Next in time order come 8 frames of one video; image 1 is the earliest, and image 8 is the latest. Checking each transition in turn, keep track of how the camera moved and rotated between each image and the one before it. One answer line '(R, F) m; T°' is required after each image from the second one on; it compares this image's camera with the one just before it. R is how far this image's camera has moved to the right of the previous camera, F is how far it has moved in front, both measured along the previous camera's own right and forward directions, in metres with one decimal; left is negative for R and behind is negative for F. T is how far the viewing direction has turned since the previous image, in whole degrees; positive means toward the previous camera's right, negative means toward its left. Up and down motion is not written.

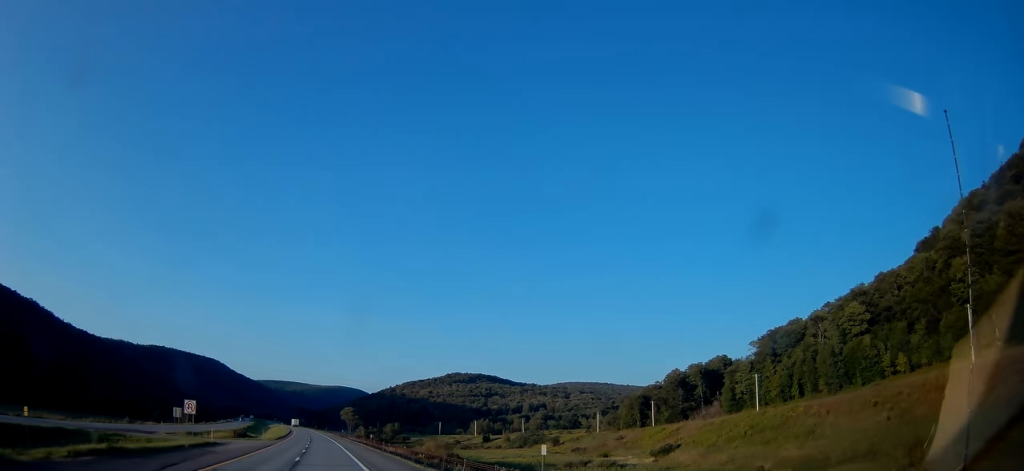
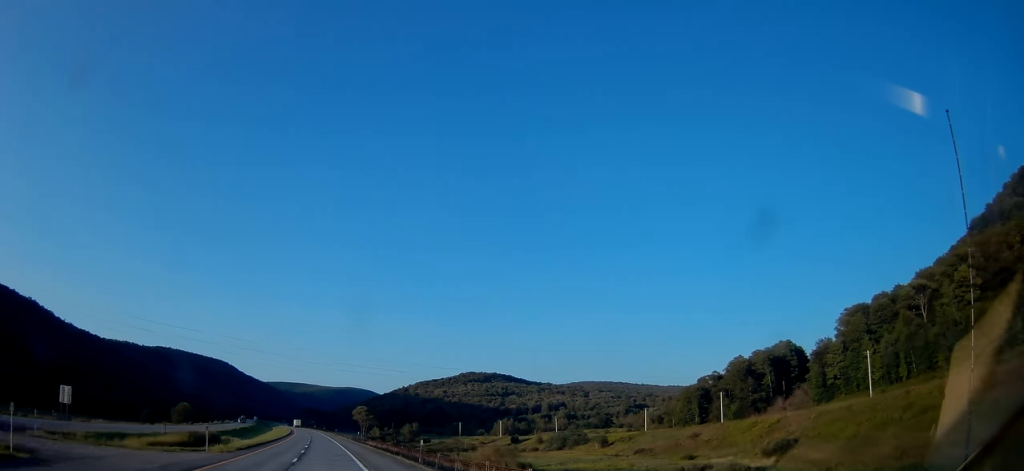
(-0.3, +37.7) m; -1°
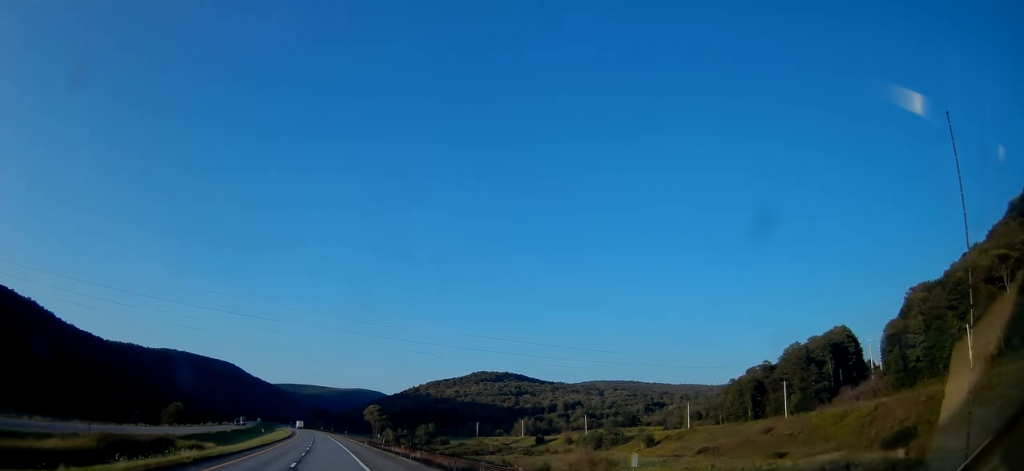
(-0.3, +27.6) m; -1°
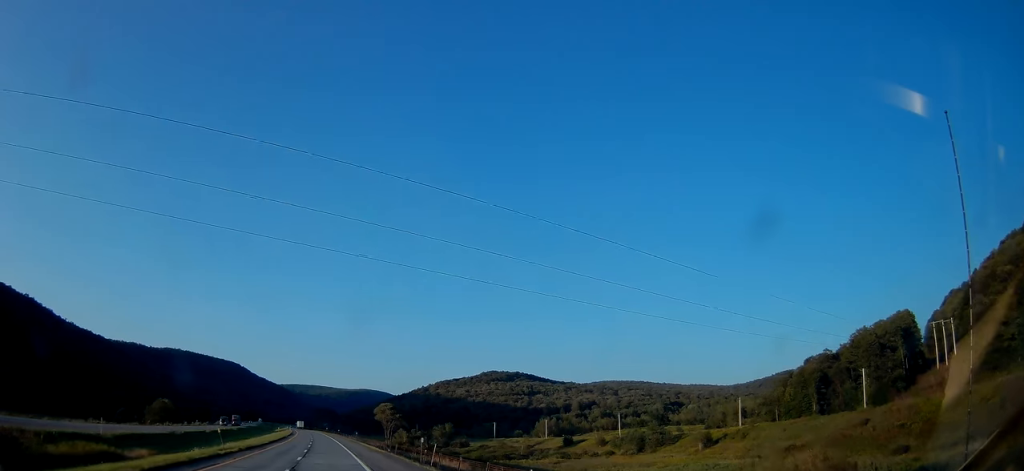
(-0.2, +29.3) m; -1°
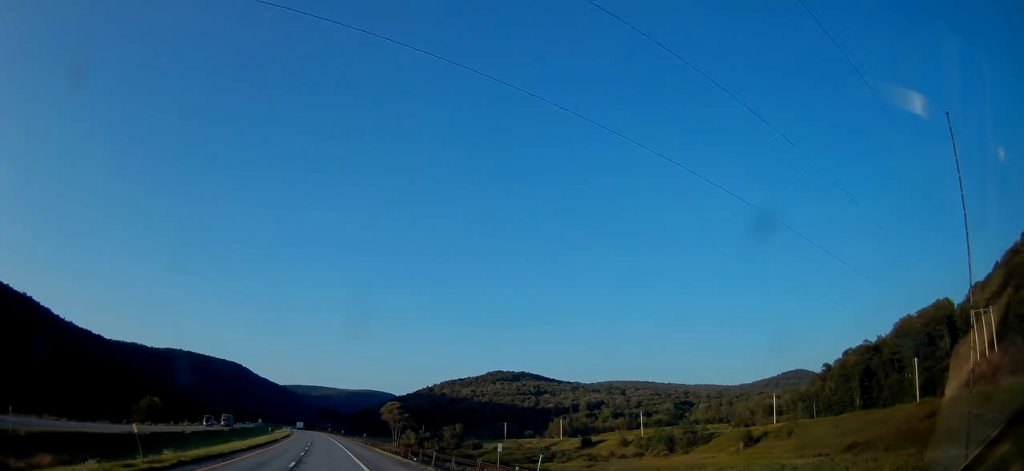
(0.0, +17.4) m; 0°
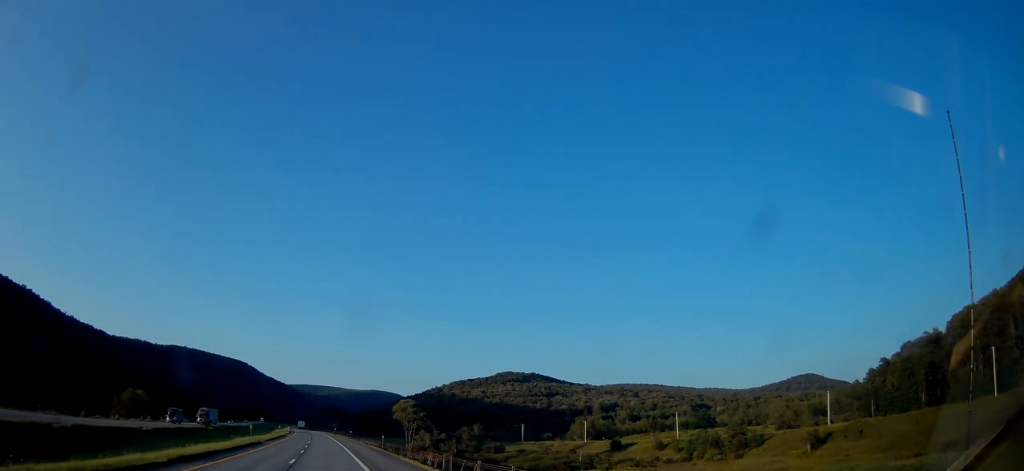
(-0.1, +23.0) m; 0°
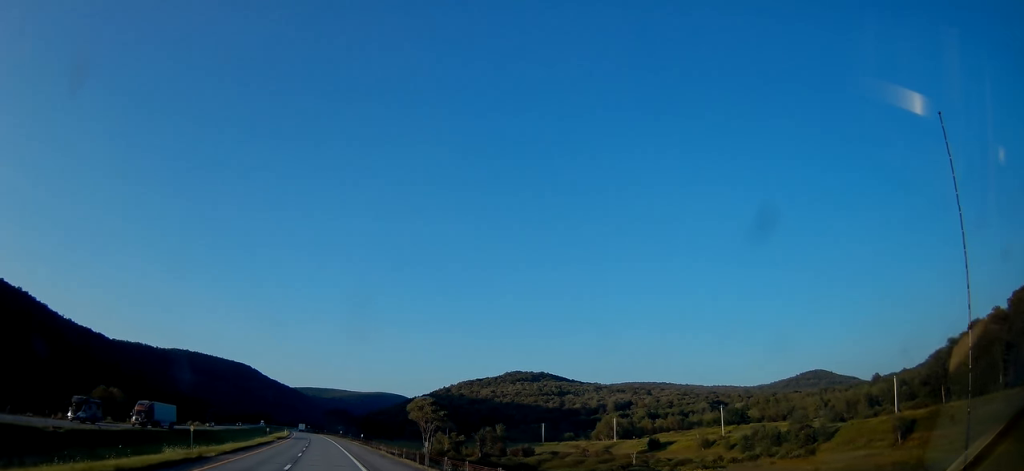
(0.0, +25.9) m; -1°
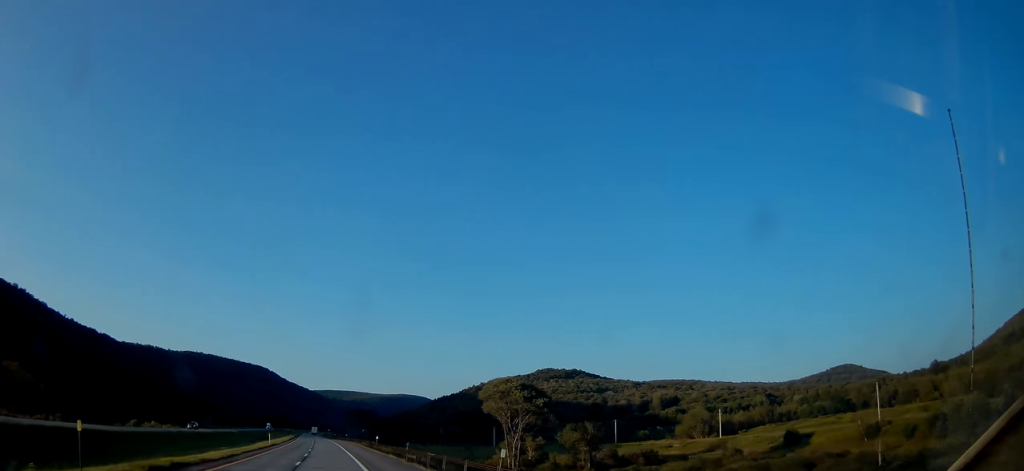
(-1.5, +63.0) m; -2°
